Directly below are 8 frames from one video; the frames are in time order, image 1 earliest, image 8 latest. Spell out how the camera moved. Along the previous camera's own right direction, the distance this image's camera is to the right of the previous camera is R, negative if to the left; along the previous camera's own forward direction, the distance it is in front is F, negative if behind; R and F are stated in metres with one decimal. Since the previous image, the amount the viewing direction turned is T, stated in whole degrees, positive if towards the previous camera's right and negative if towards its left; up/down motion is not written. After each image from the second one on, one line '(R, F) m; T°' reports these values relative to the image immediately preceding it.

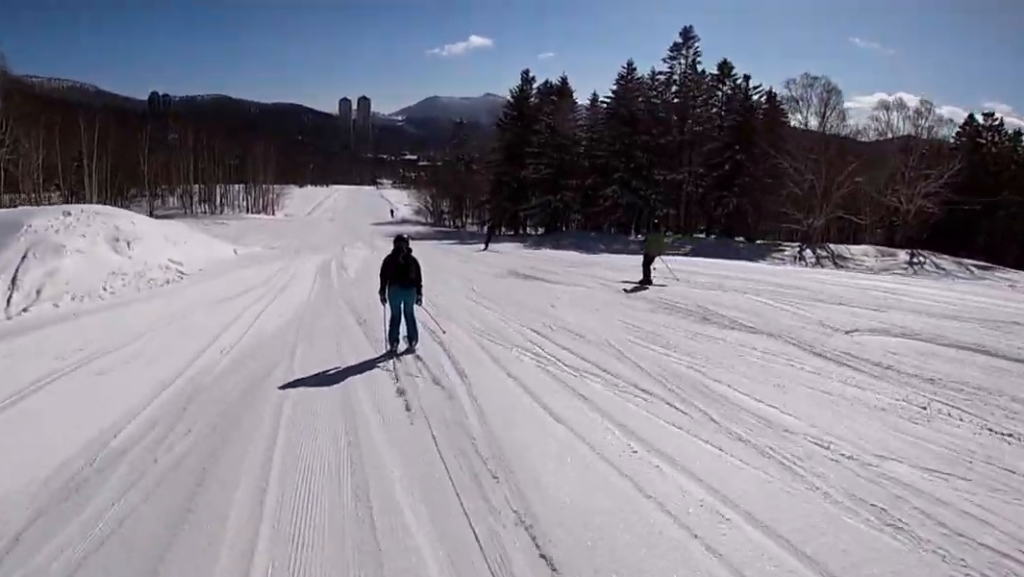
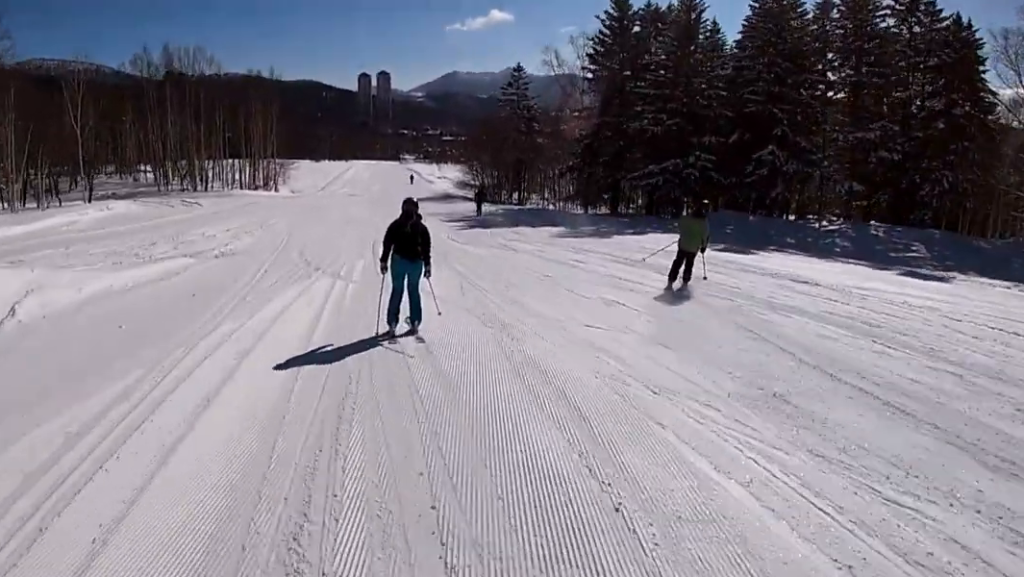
(+1.2, +24.9) m; 0°
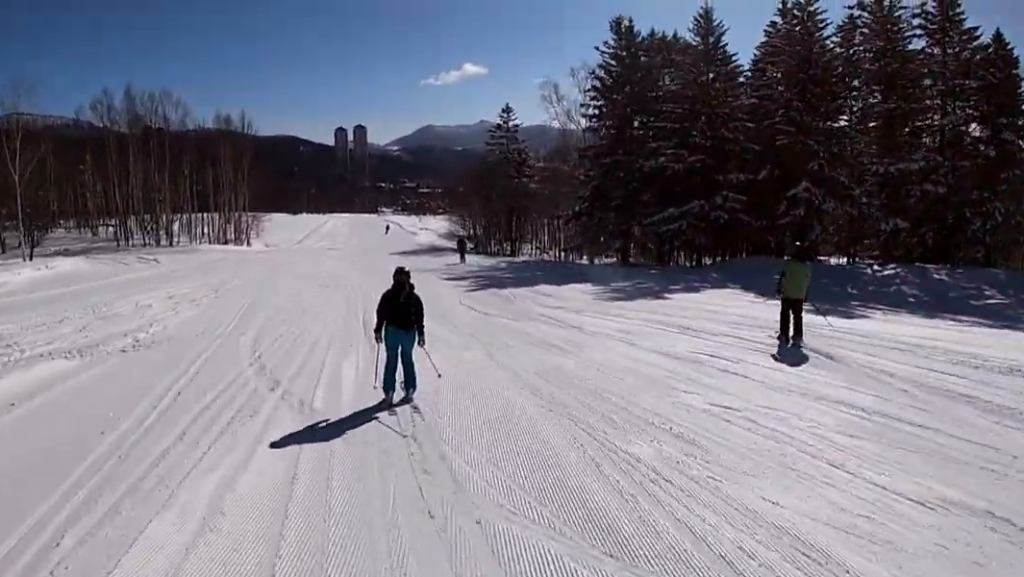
(-0.3, +7.3) m; -3°
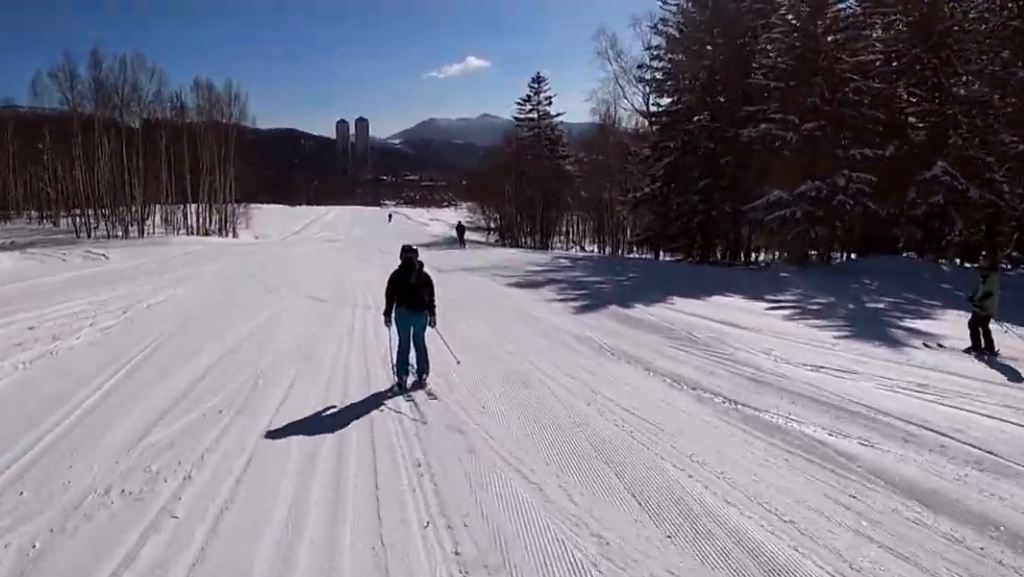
(-0.3, +11.4) m; +5°
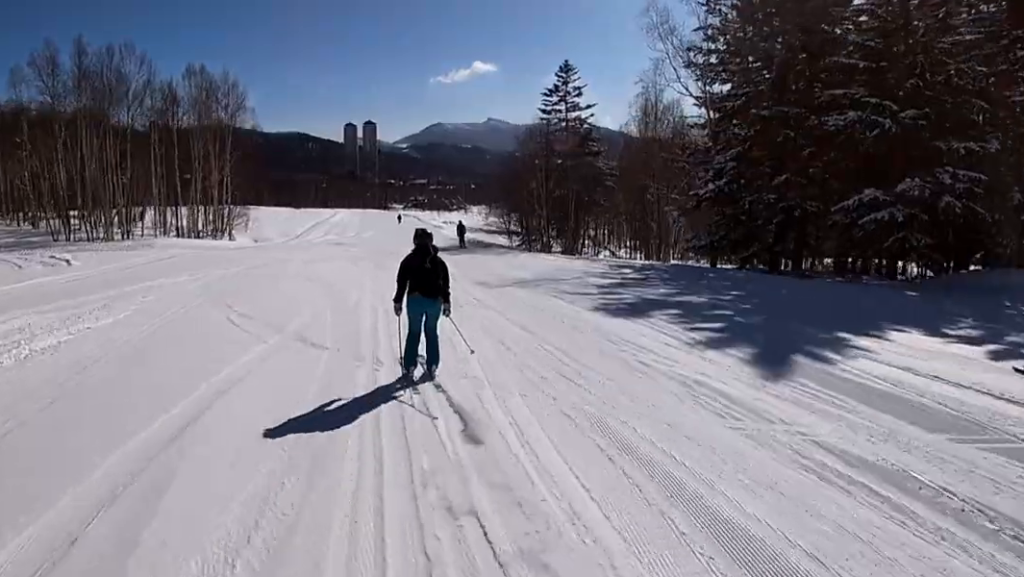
(+0.2, +6.1) m; +1°
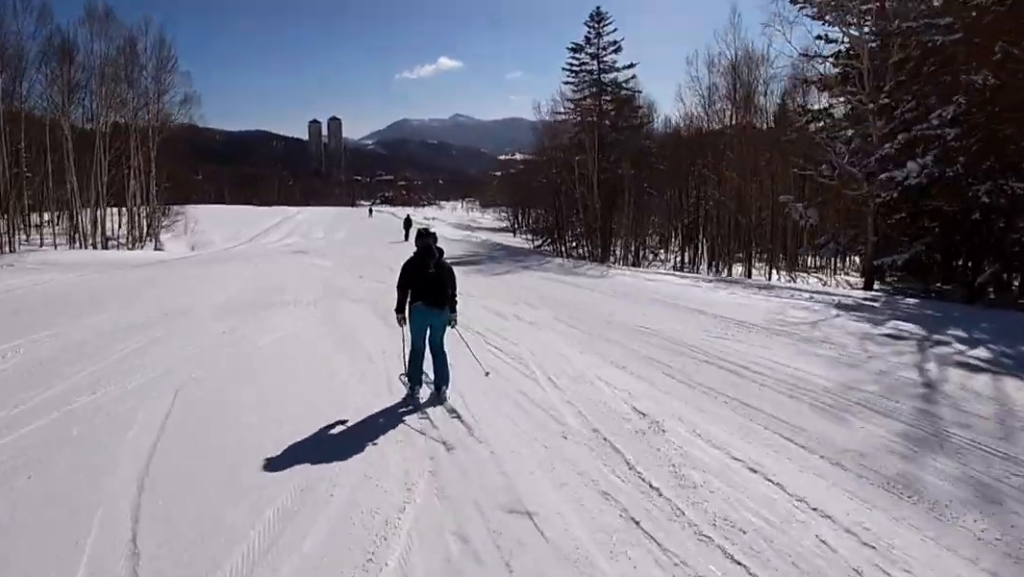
(+0.6, +15.0) m; -3°
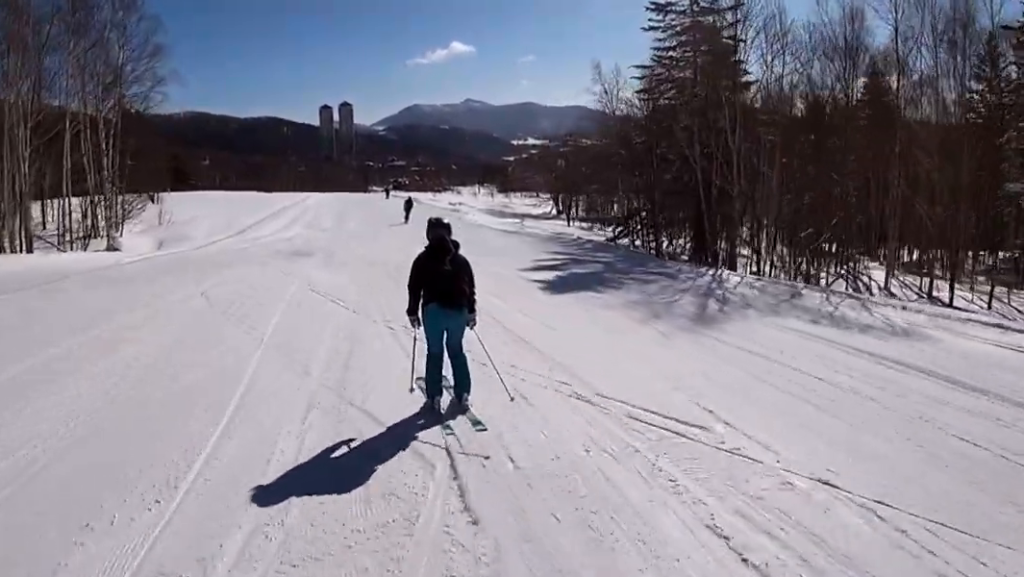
(-0.9, +11.4) m; -1°
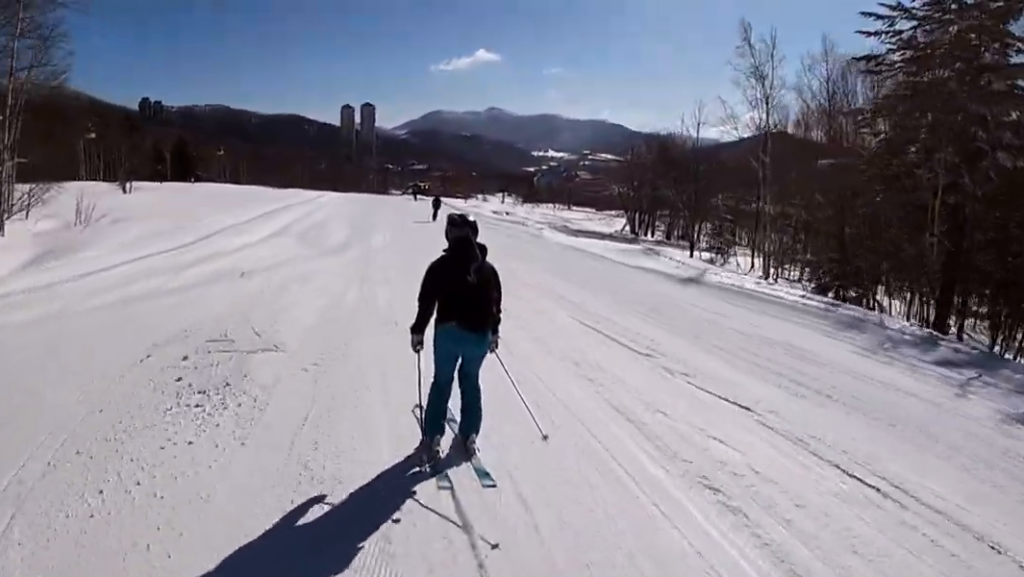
(+1.4, +16.2) m; +6°
